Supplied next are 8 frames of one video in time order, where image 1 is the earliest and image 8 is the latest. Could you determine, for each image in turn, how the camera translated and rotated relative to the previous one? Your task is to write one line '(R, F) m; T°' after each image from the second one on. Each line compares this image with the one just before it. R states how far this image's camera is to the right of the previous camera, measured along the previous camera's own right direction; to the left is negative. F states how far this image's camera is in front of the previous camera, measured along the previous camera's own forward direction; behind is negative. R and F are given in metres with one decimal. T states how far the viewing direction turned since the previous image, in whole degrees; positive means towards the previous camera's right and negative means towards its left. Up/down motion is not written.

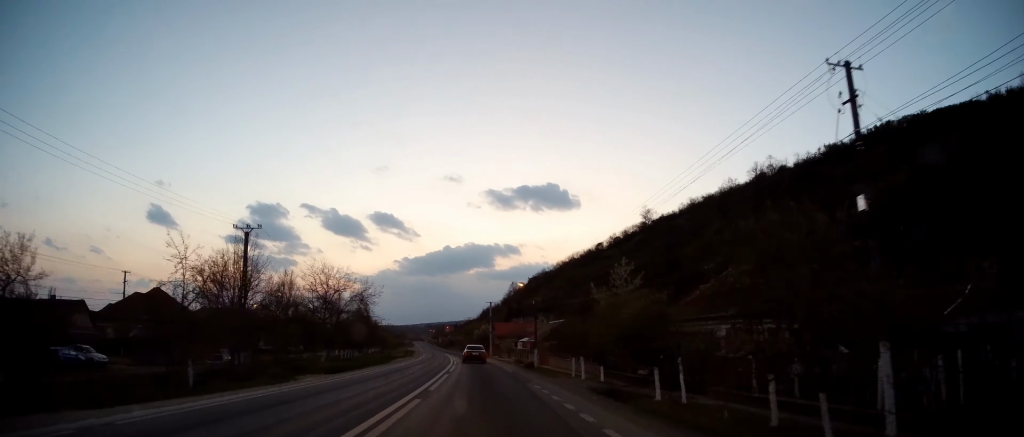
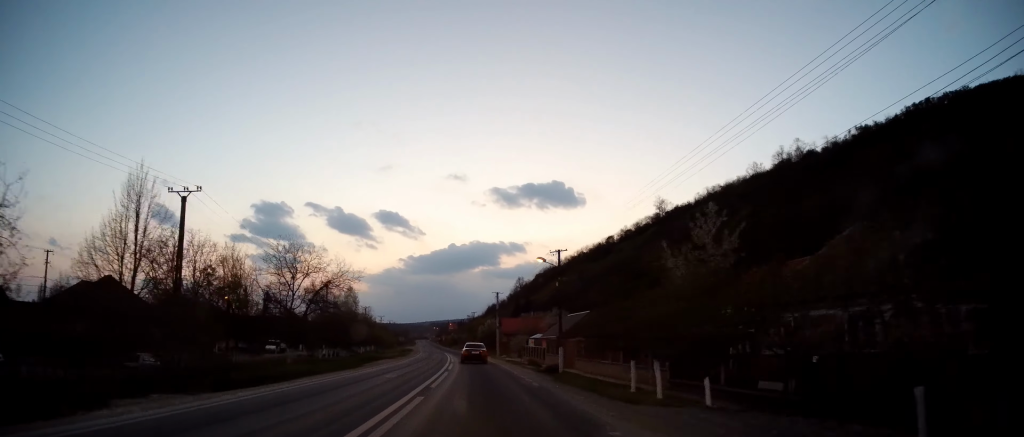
(-0.1, +11.6) m; -1°
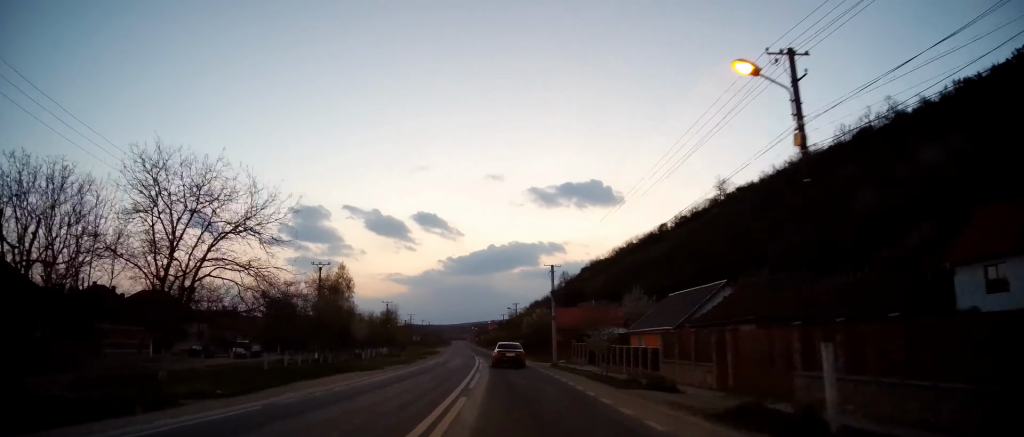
(-0.5, +23.7) m; -3°
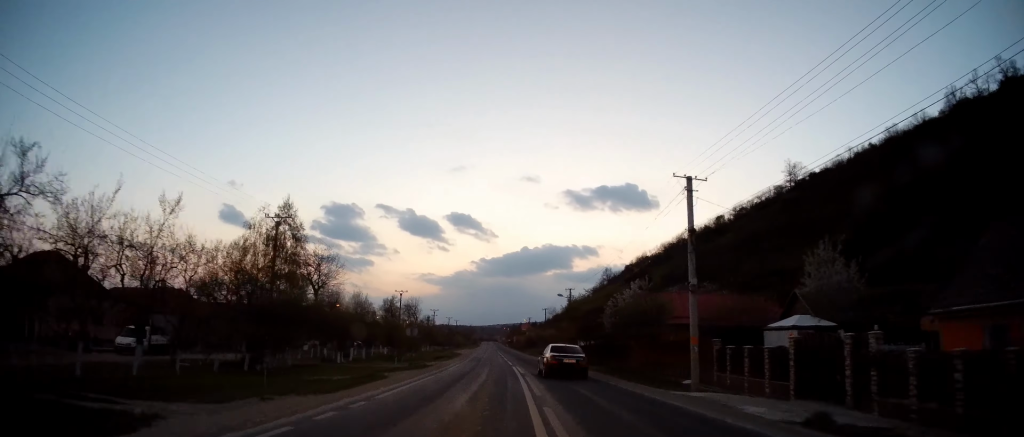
(-0.8, +25.3) m; -3°
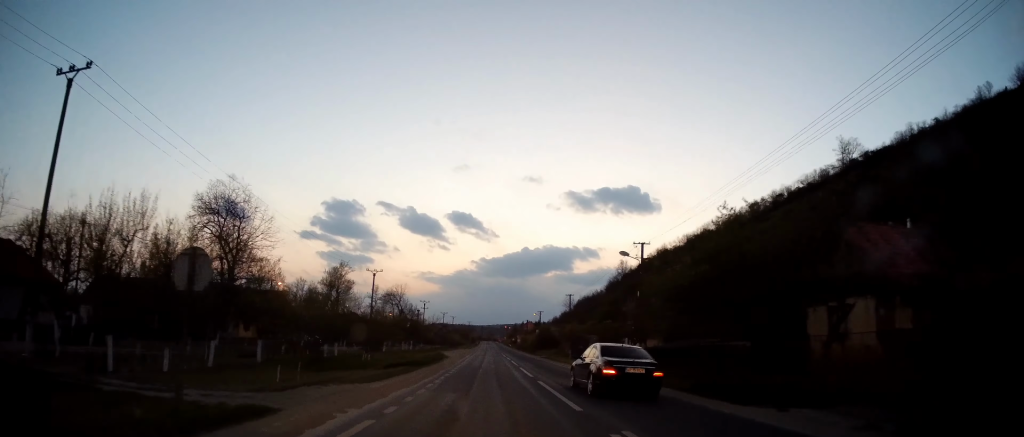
(-0.4, +27.0) m; -2°
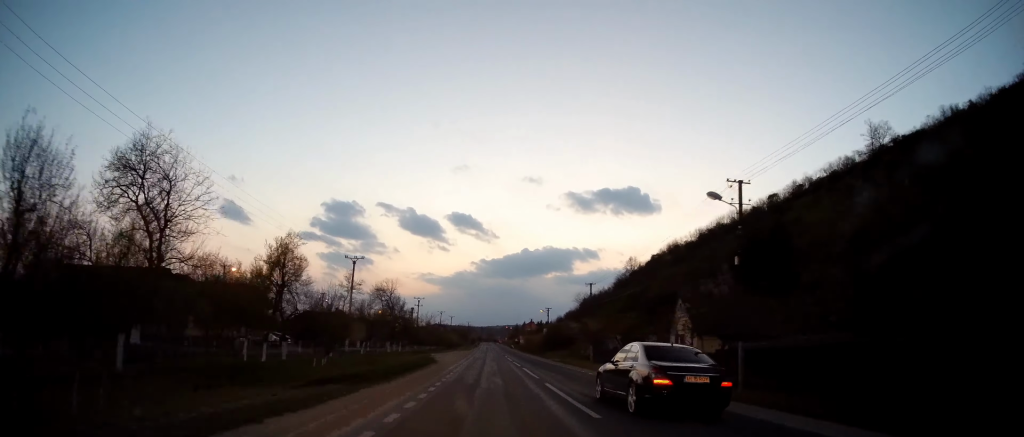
(-0.1, +13.0) m; 0°
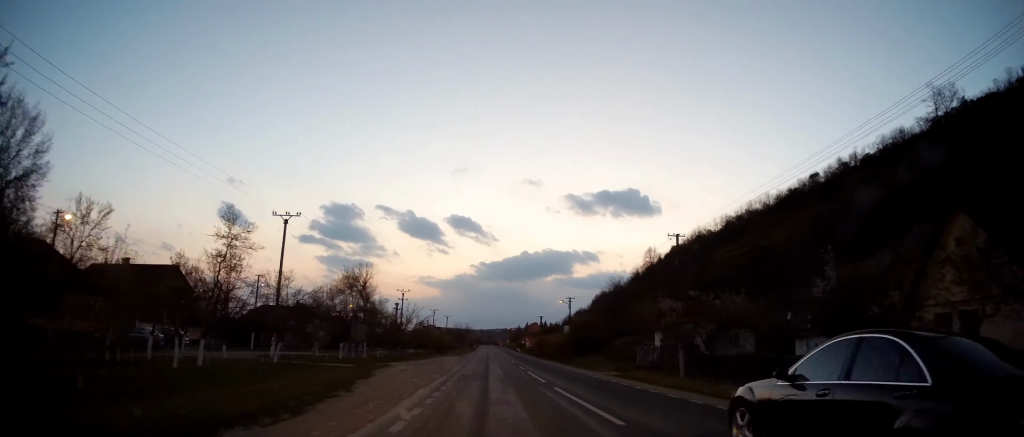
(-0.3, +24.7) m; 0°
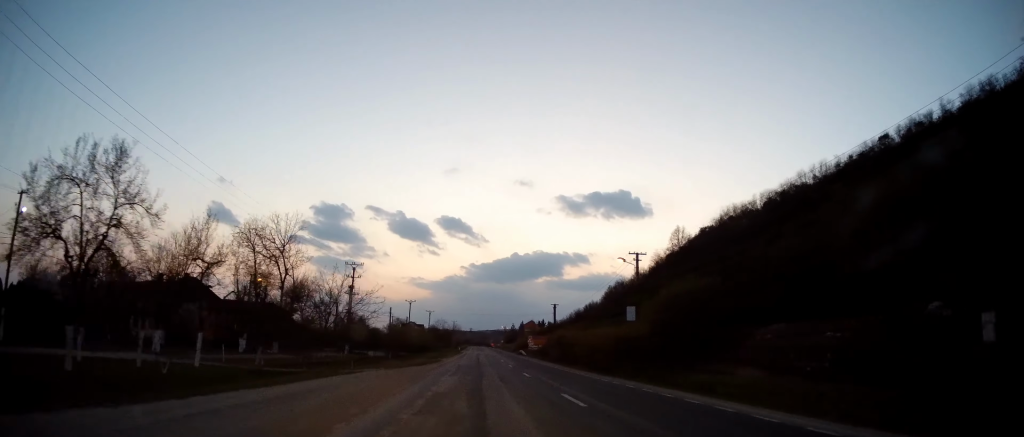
(+0.3, +34.5) m; +1°
